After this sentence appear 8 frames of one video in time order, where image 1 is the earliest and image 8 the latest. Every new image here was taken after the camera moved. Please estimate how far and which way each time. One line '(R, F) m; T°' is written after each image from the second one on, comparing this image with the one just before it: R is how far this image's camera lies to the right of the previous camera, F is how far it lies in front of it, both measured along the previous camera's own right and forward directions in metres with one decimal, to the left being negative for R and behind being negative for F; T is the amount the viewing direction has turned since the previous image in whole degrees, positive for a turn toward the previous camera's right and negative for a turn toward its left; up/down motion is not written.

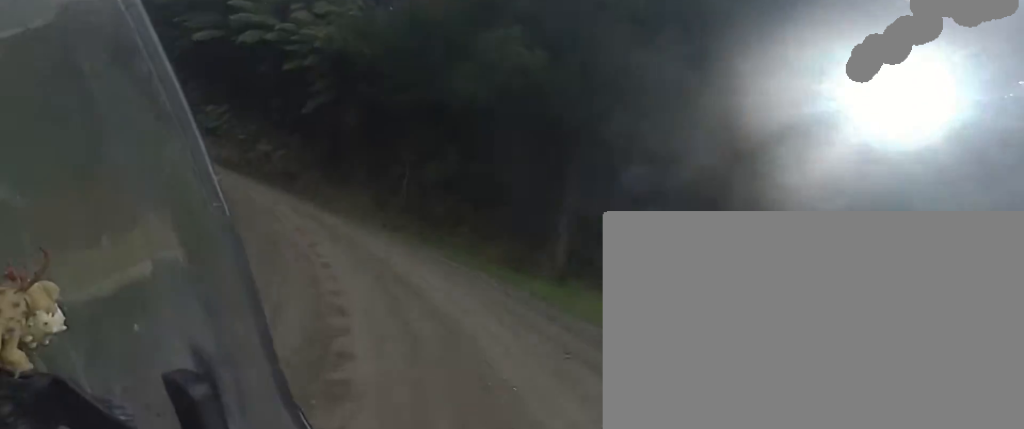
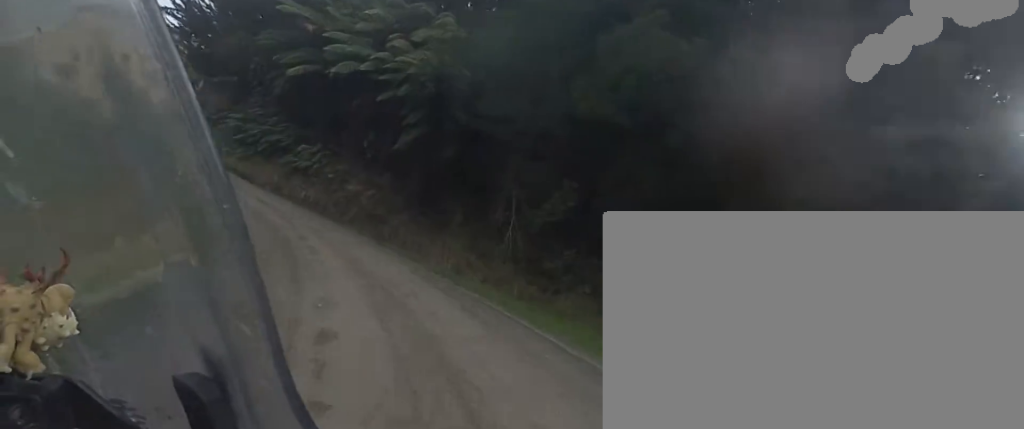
(+0.1, +5.4) m; -14°
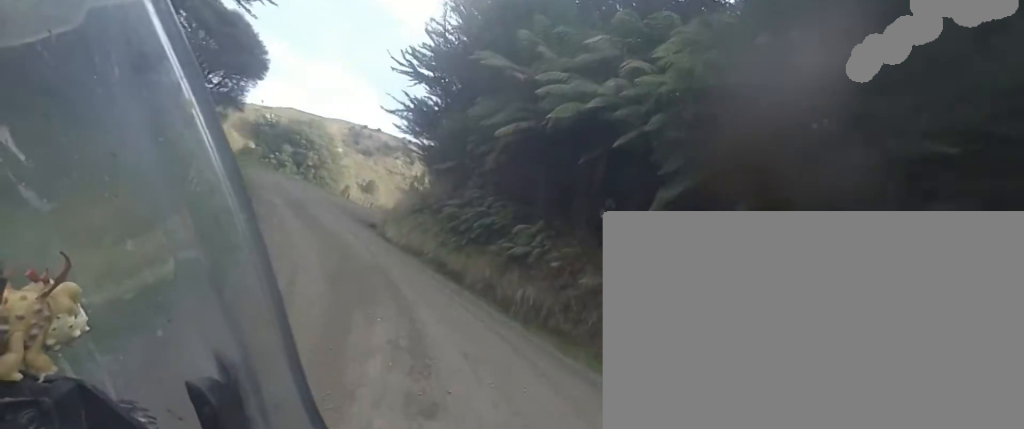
(-2.4, +9.0) m; -18°
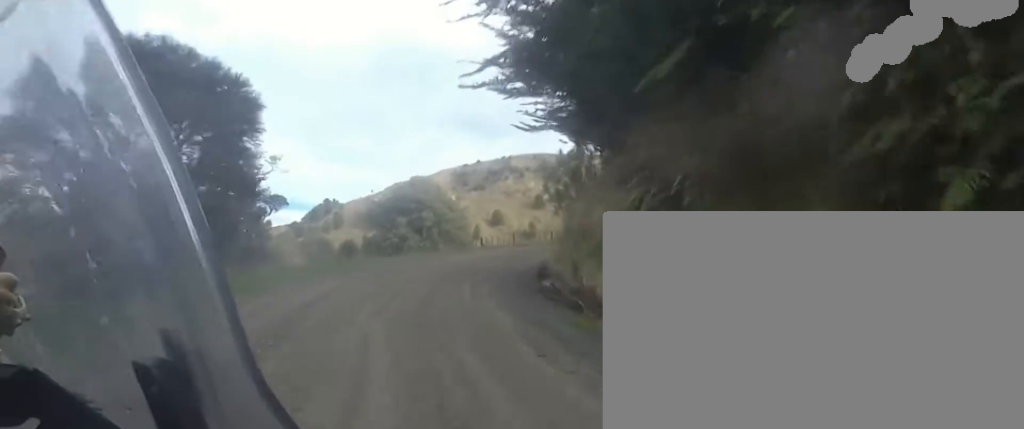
(-3.6, +17.9) m; -18°
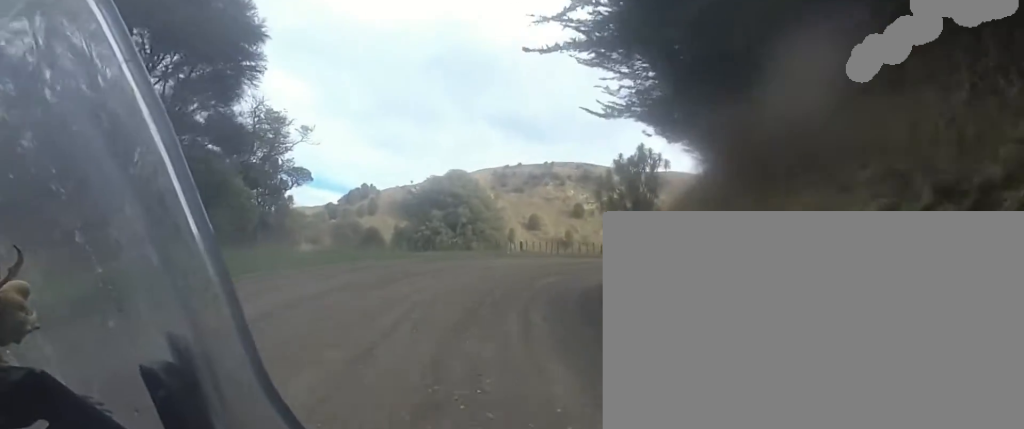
(-0.1, +4.5) m; +5°
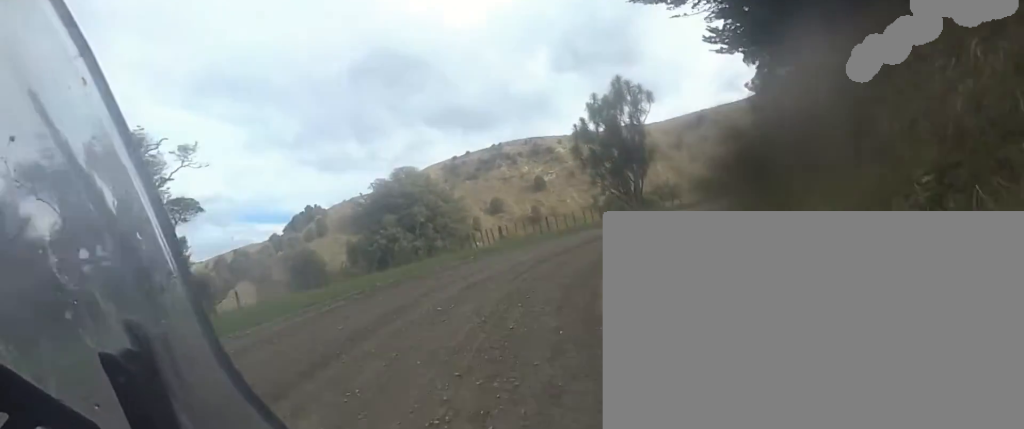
(+0.7, +7.6) m; +14°
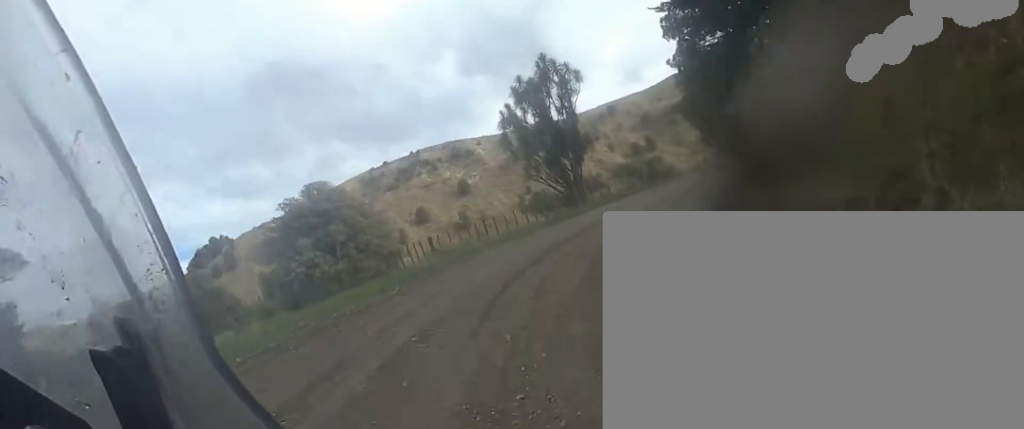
(0.0, +3.9) m; +9°
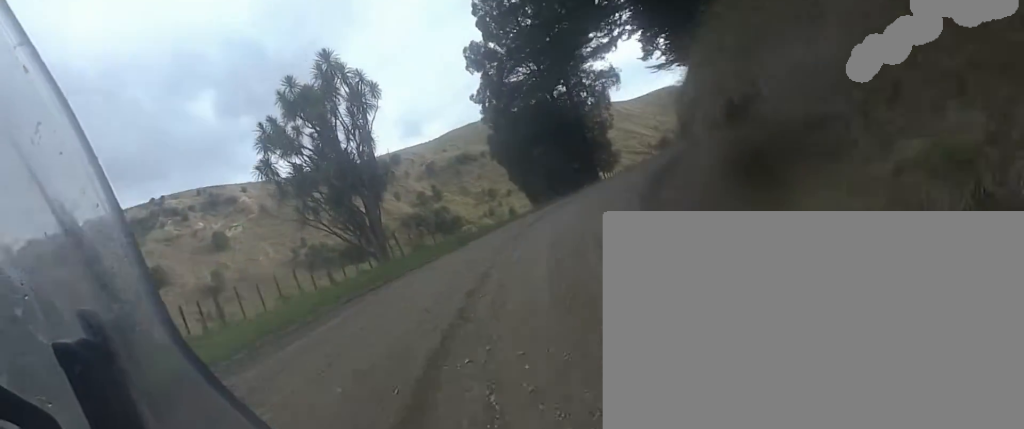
(+1.6, +8.1) m; +23°
